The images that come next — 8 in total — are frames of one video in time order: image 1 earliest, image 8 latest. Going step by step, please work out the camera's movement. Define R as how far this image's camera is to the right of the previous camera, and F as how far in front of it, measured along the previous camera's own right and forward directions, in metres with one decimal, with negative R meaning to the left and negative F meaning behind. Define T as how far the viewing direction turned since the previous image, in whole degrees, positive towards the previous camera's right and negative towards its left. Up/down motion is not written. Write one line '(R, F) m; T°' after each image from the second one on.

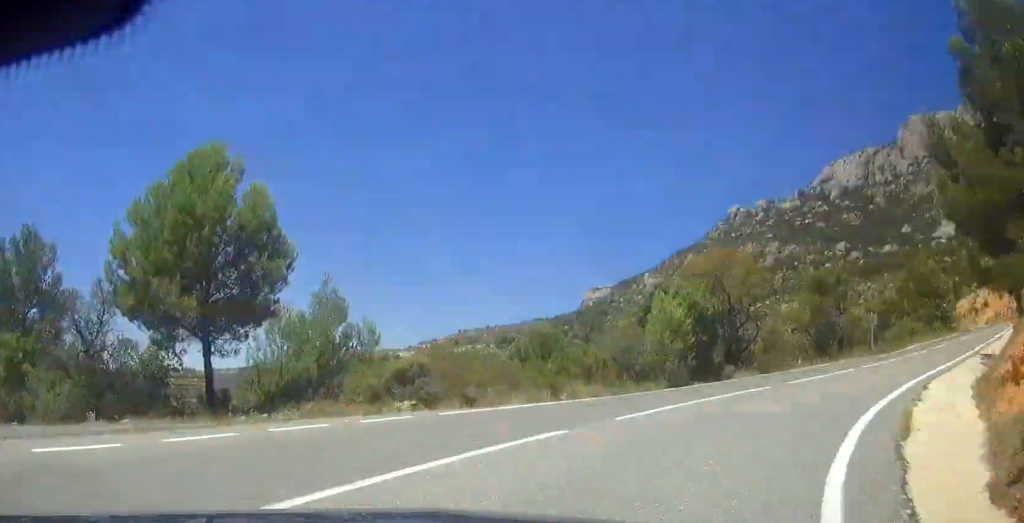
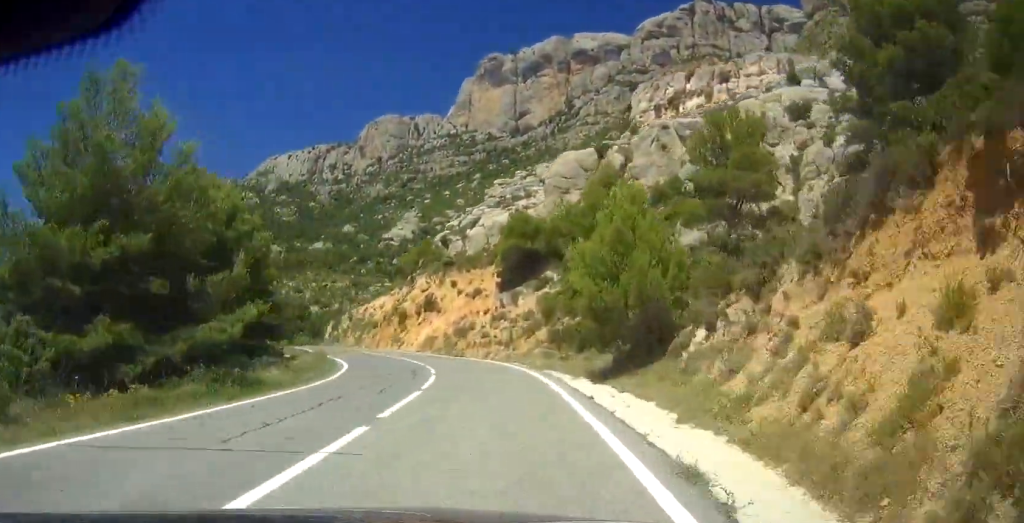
(+43.8, +62.8) m; +28°
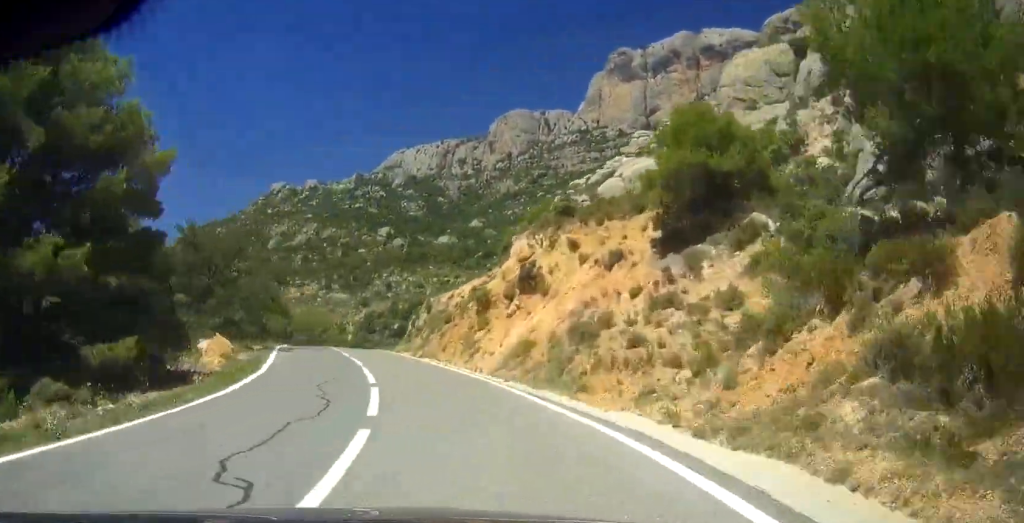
(-2.4, +26.6) m; -6°
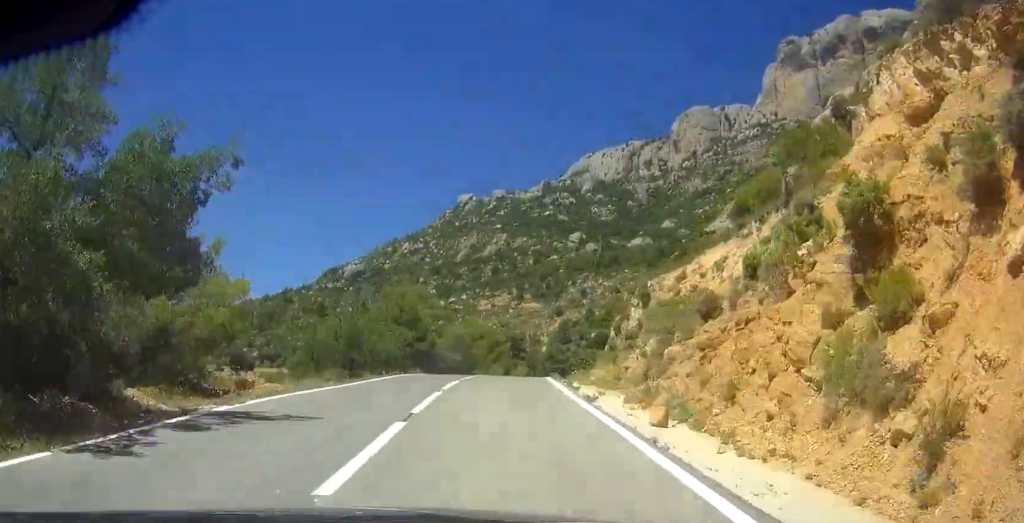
(-1.9, +25.1) m; -6°
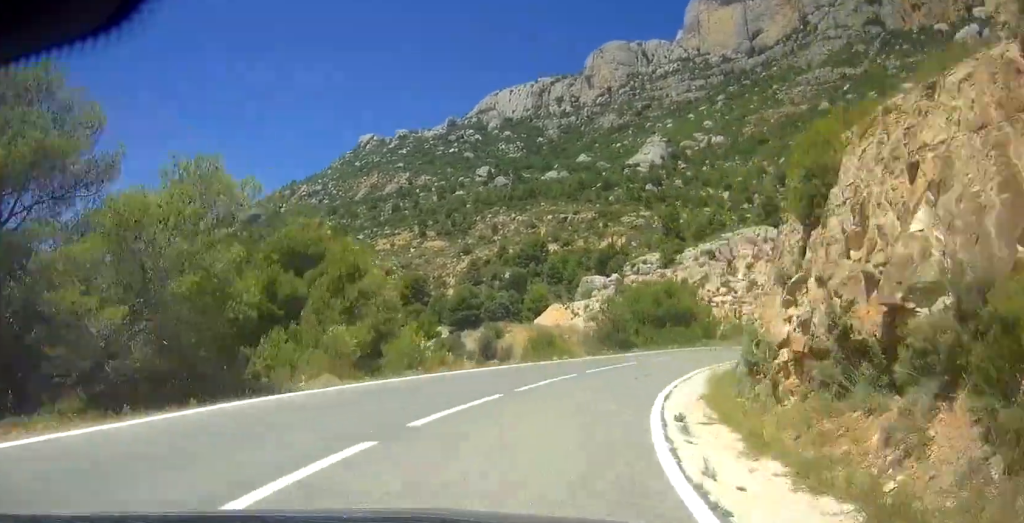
(-1.2, +42.9) m; +14°
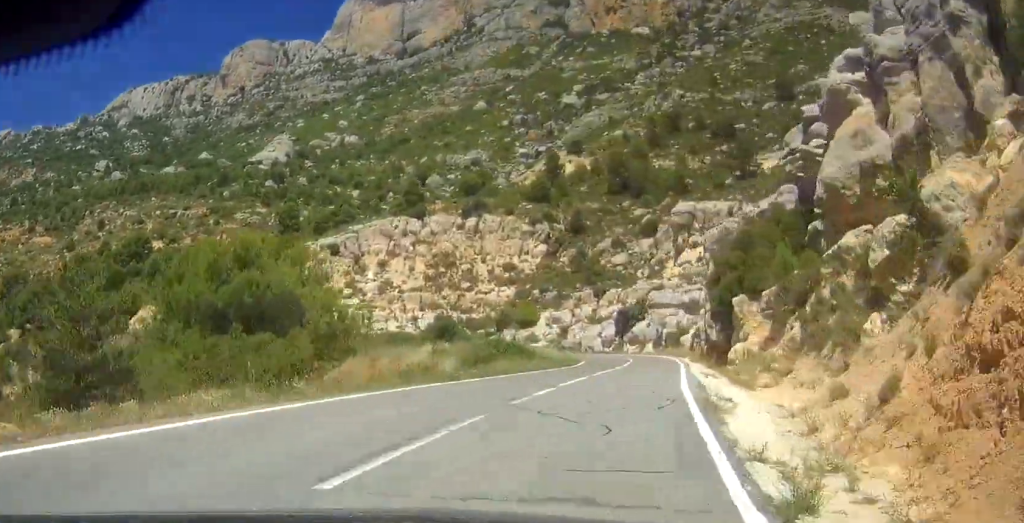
(+8.3, +30.8) m; +12°
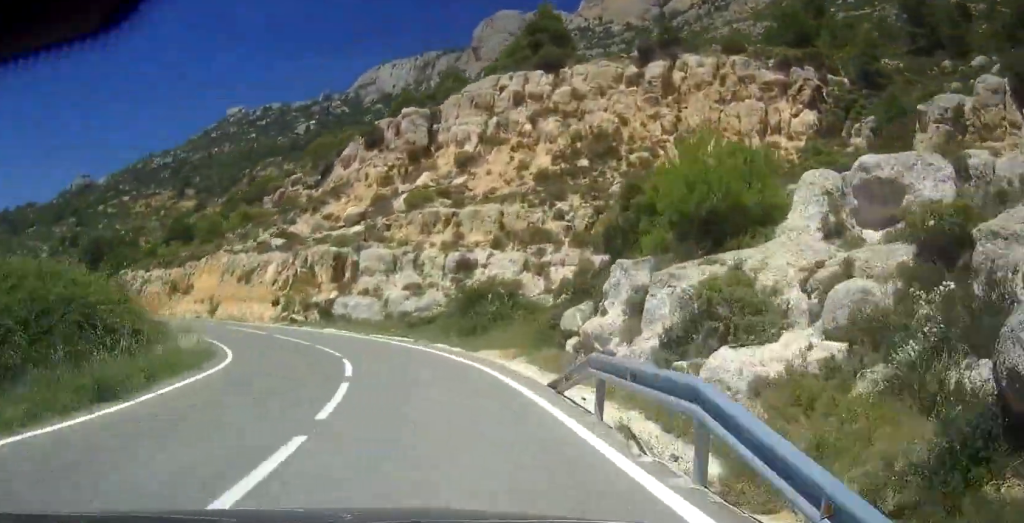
(-5.3, +81.2) m; -30°
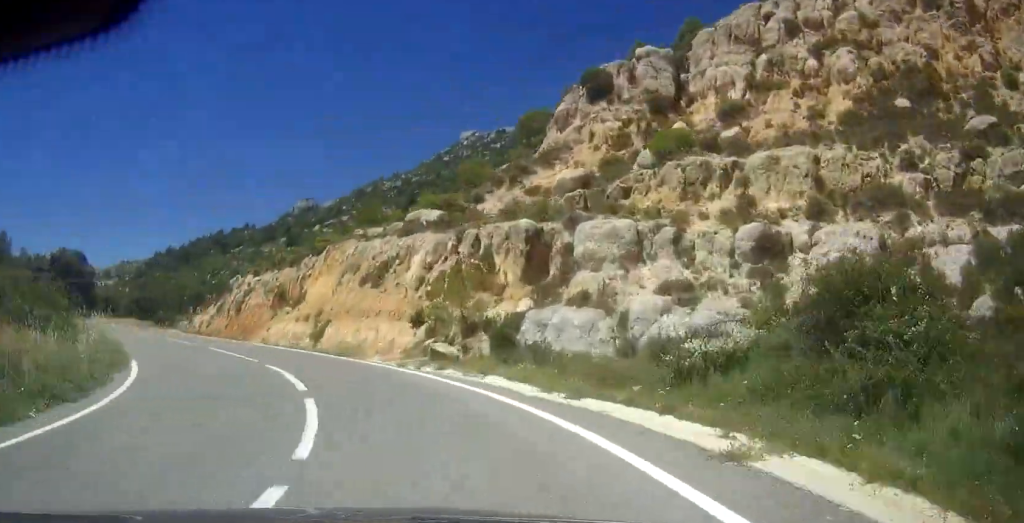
(+1.1, +22.5) m; -18°
